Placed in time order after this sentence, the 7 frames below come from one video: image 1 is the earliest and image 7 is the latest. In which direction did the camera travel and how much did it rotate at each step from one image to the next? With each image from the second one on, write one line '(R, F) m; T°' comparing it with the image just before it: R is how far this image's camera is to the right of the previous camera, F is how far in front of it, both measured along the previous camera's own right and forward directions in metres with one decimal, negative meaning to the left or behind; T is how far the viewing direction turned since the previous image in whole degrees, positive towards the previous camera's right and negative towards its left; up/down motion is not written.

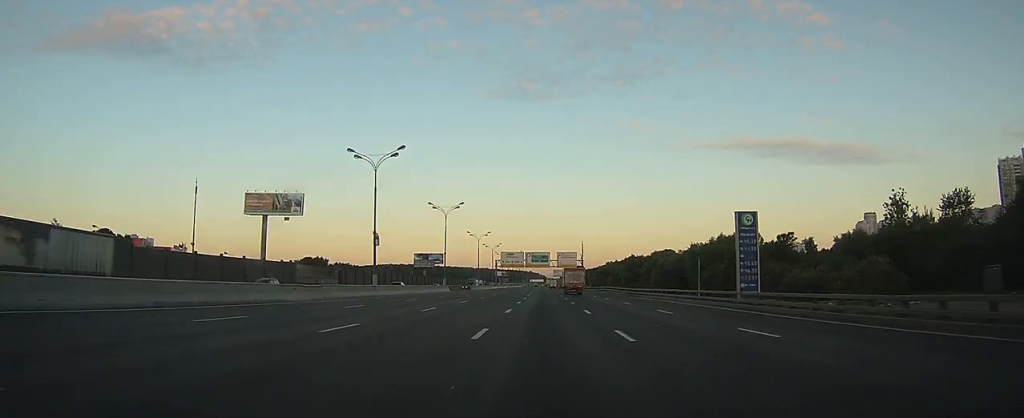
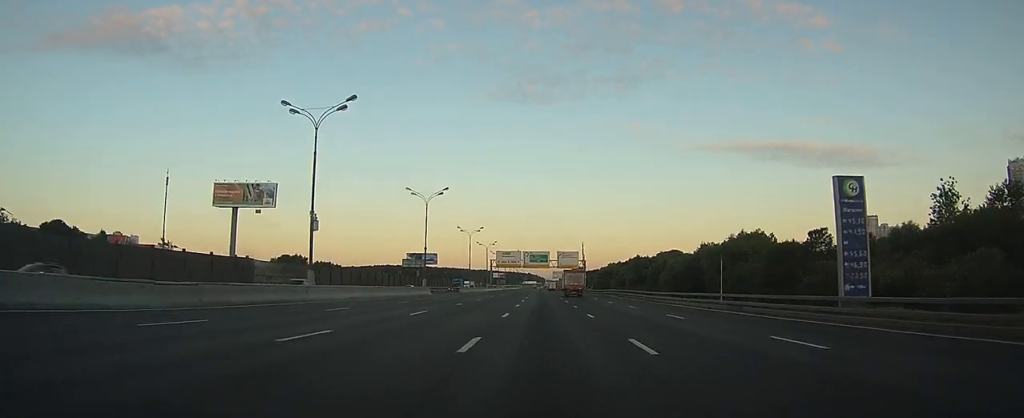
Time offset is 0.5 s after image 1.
(0.0, +13.9) m; 0°
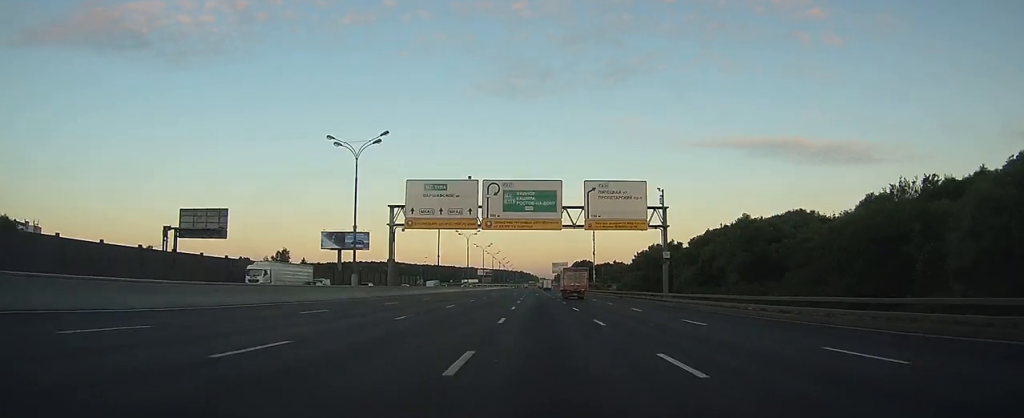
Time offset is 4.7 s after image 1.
(+0.4, +108.0) m; 0°
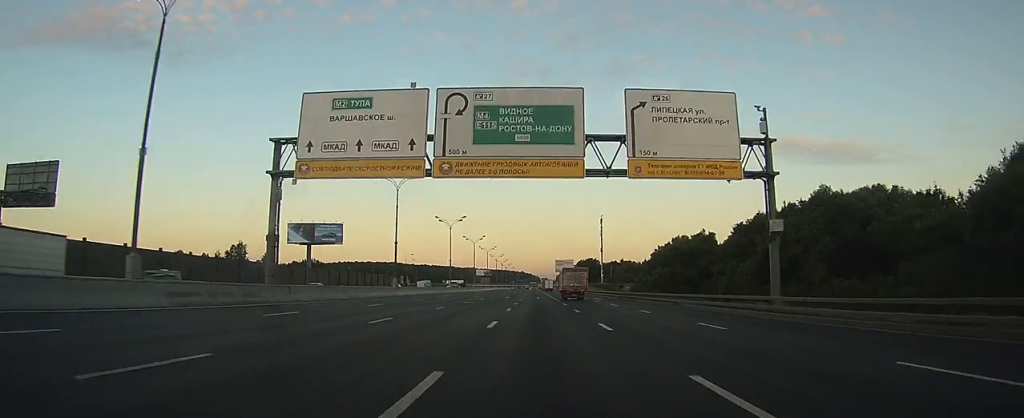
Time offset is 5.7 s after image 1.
(0.0, +26.6) m; 0°
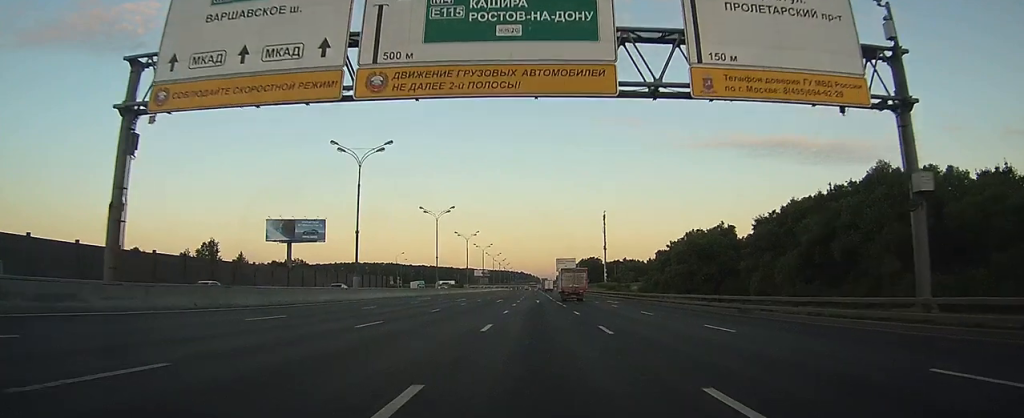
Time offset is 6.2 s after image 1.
(0.0, +12.7) m; 0°
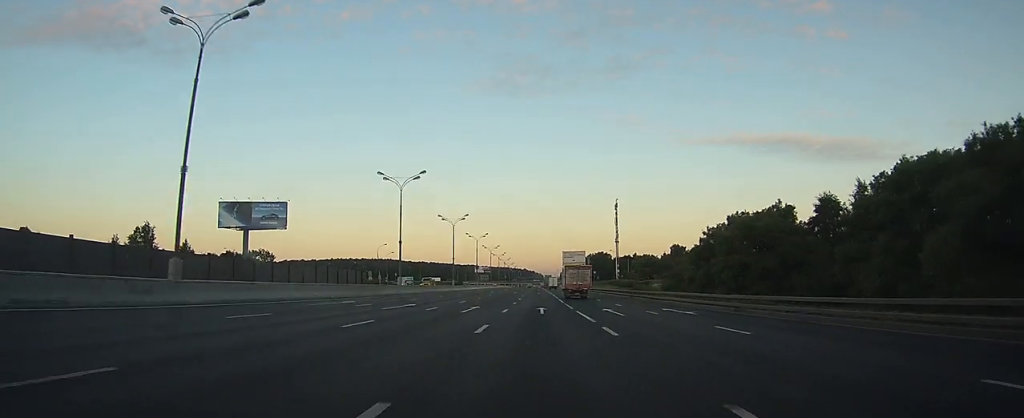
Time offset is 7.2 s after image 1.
(0.0, +24.6) m; 0°
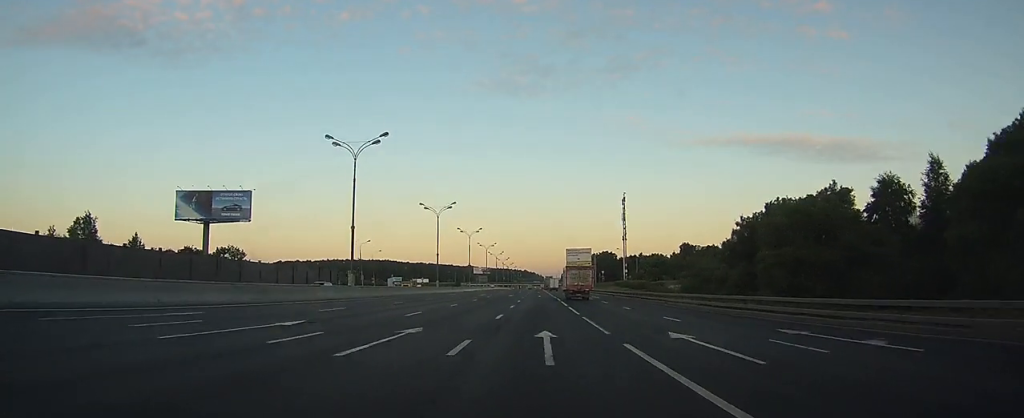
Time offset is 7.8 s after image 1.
(0.0, +16.0) m; 0°
